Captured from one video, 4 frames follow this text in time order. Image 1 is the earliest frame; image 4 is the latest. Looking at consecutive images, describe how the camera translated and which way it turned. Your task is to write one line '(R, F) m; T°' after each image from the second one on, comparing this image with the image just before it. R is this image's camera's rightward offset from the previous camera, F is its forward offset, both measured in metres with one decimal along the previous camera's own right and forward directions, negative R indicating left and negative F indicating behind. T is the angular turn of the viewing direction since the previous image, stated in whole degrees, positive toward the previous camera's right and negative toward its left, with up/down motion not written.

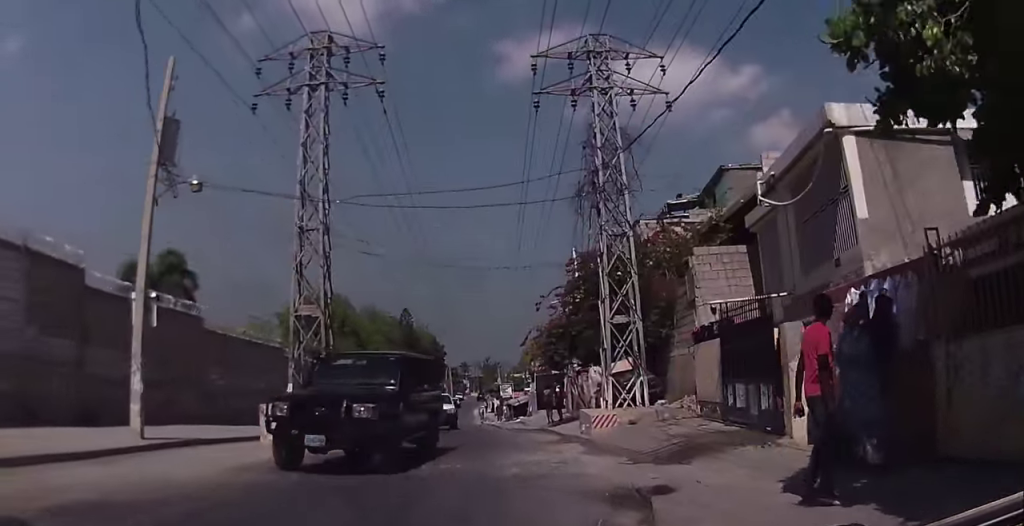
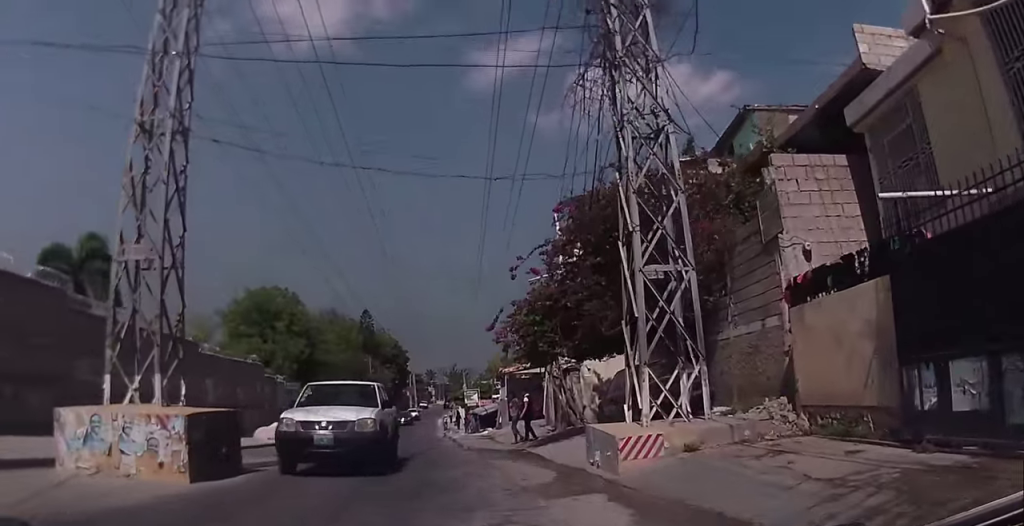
(-0.3, +7.4) m; 0°
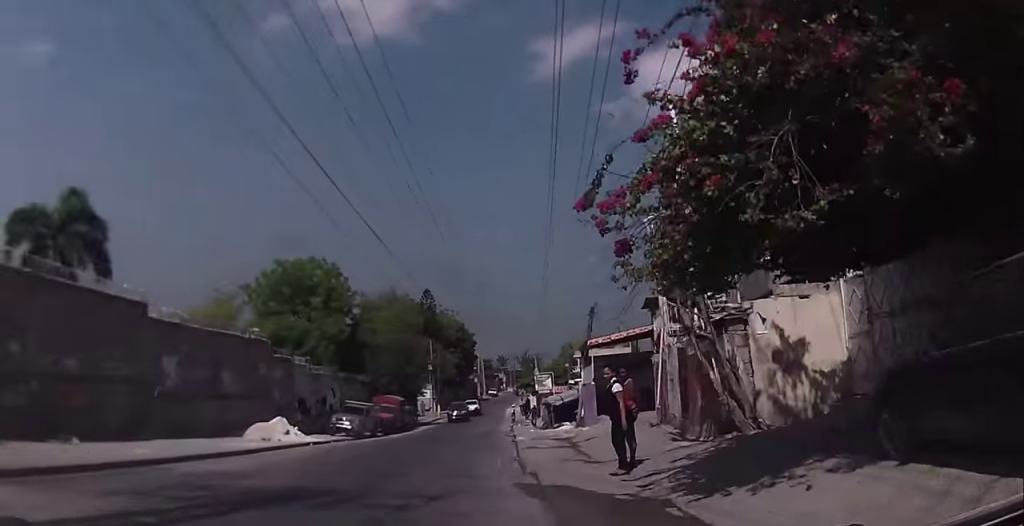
(-0.2, +10.0) m; -5°
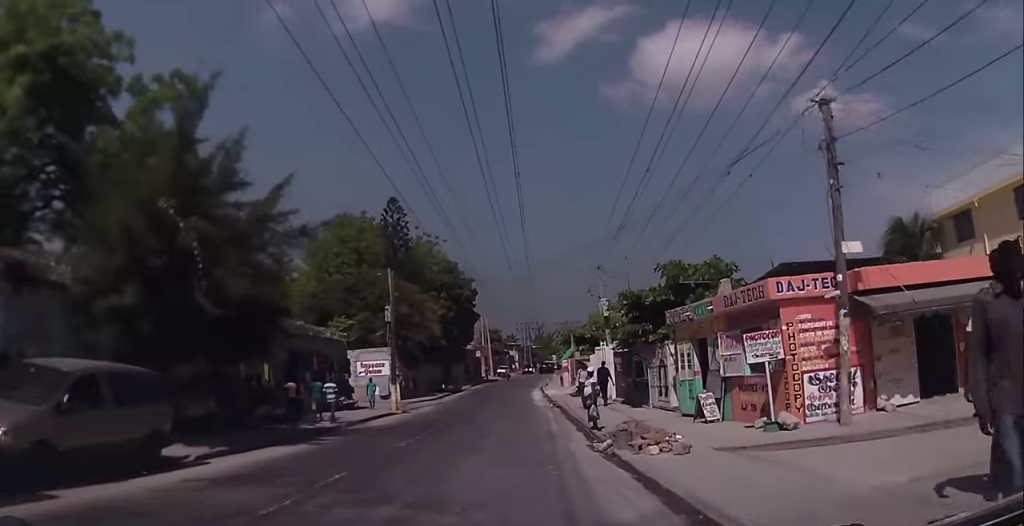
(-0.3, +39.6) m; 0°
